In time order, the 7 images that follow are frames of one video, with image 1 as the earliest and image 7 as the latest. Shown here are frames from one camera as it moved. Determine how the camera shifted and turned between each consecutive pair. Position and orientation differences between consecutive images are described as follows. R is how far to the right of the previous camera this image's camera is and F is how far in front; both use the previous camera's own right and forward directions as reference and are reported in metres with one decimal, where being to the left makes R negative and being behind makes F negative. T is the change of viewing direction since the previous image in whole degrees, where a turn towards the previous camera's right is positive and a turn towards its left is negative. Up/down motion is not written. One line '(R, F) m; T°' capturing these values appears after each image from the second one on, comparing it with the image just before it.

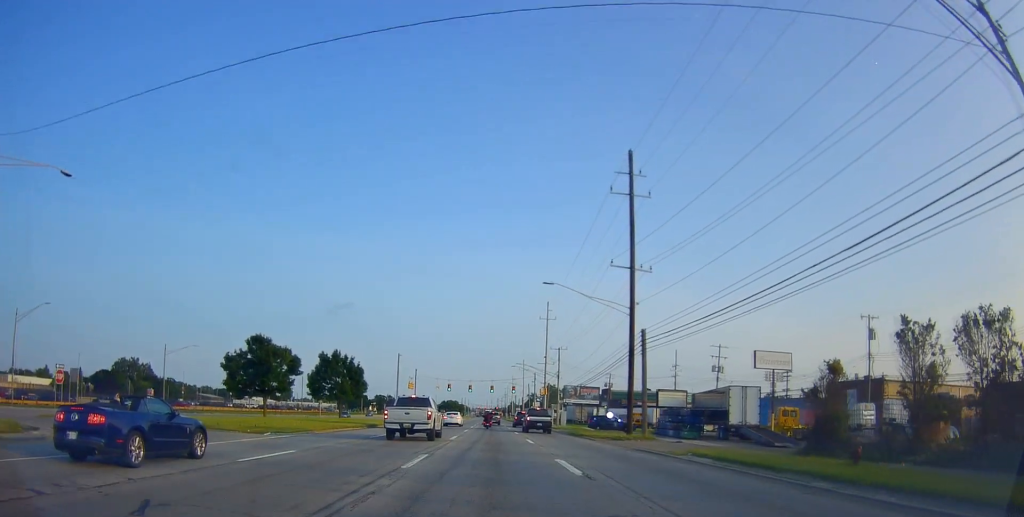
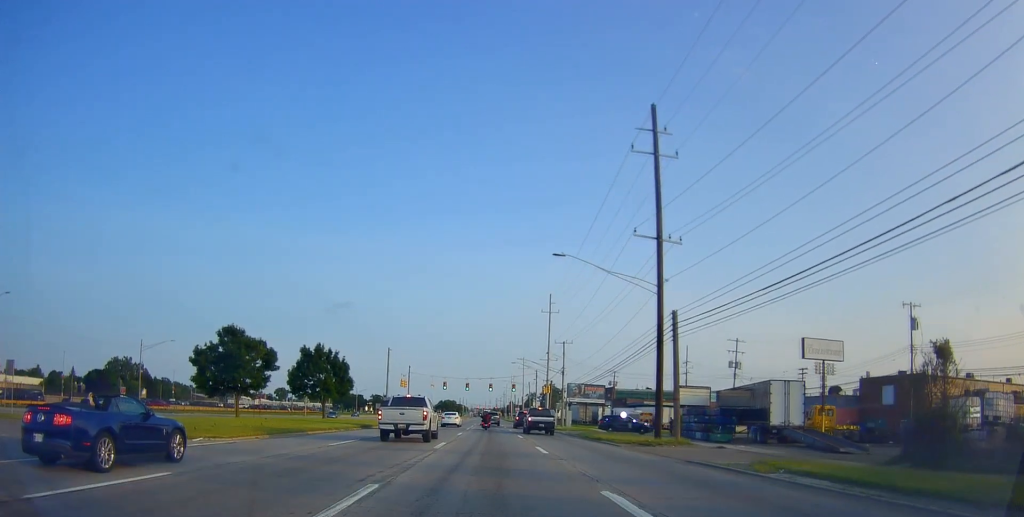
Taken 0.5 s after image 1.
(+0.2, +8.5) m; 0°
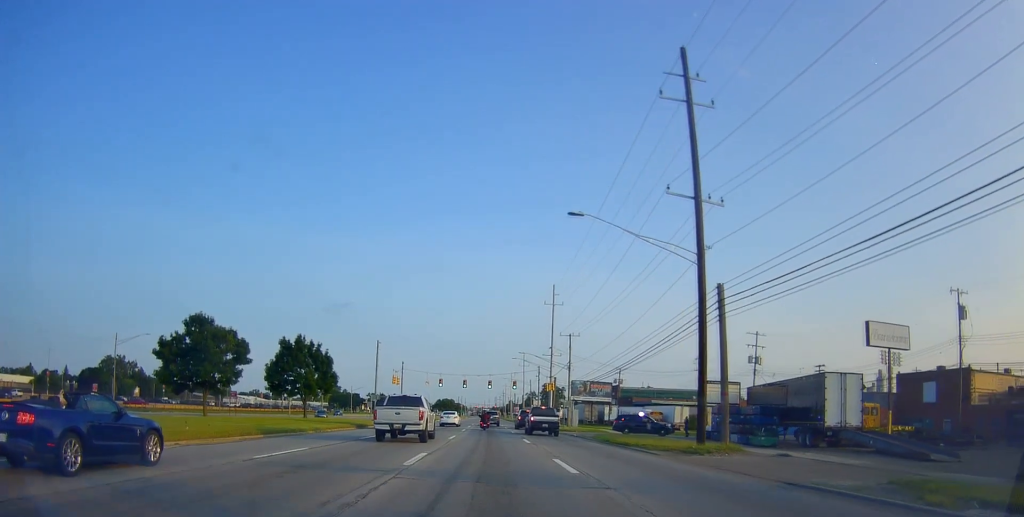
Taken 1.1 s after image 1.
(-0.2, +8.3) m; -1°
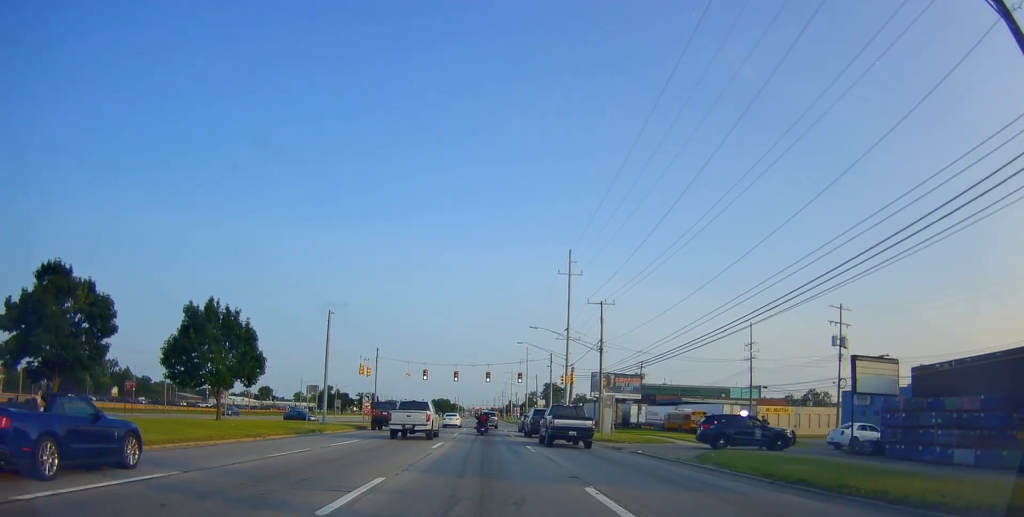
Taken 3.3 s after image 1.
(+1.0, +26.9) m; +4°
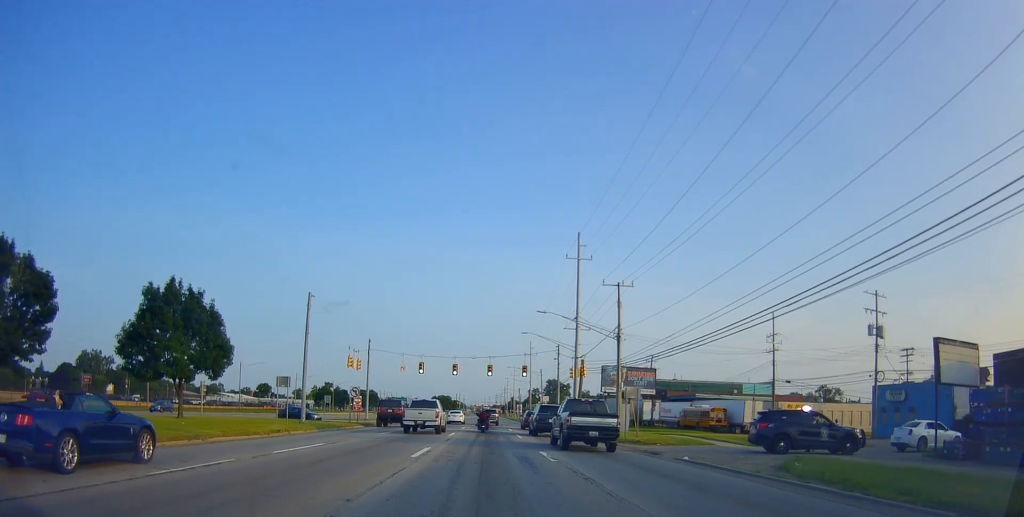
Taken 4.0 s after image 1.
(-0.2, +7.1) m; -2°
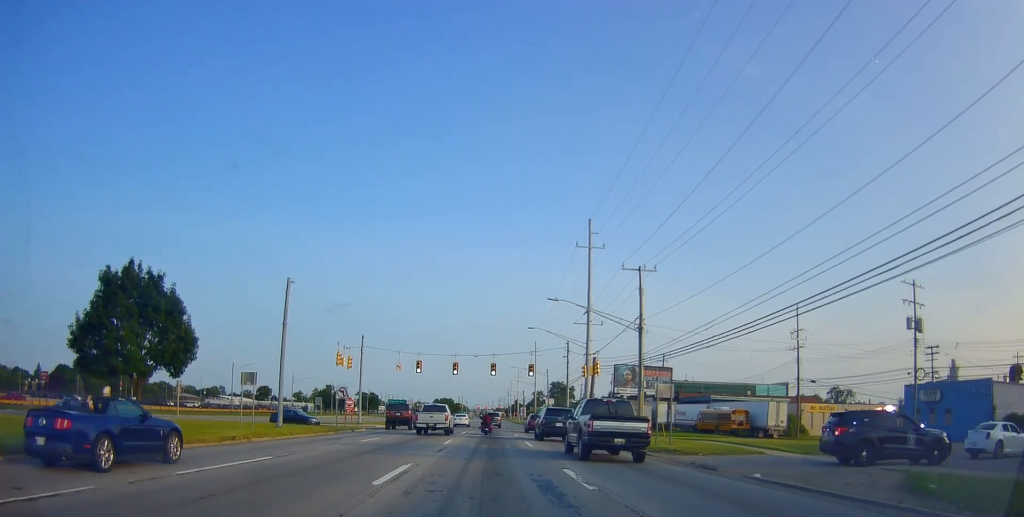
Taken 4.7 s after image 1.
(-0.2, +5.9) m; -2°
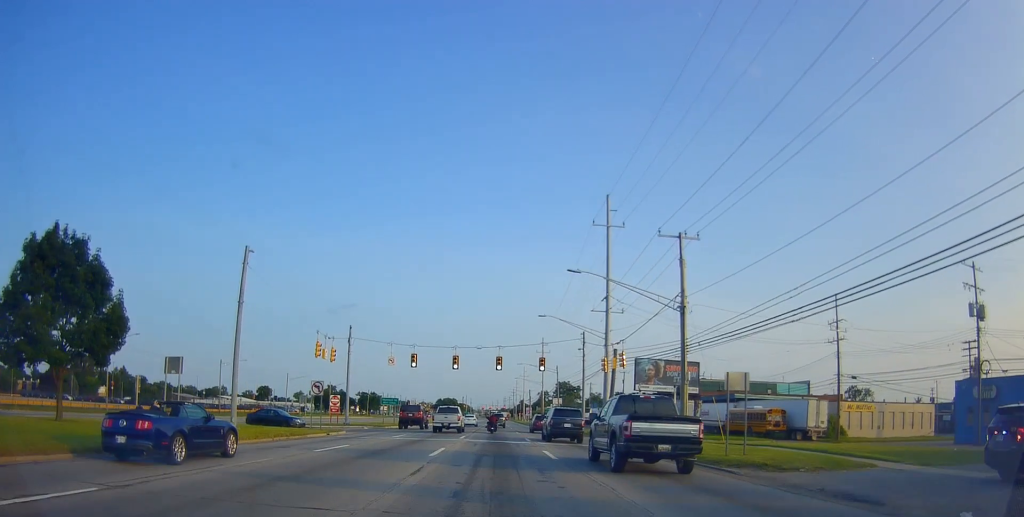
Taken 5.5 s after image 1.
(0.0, +6.9) m; 0°
